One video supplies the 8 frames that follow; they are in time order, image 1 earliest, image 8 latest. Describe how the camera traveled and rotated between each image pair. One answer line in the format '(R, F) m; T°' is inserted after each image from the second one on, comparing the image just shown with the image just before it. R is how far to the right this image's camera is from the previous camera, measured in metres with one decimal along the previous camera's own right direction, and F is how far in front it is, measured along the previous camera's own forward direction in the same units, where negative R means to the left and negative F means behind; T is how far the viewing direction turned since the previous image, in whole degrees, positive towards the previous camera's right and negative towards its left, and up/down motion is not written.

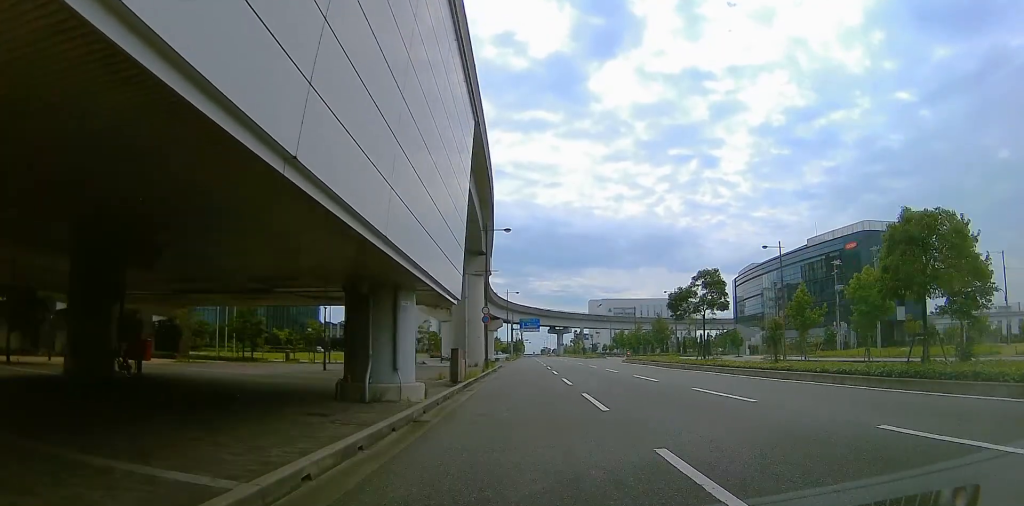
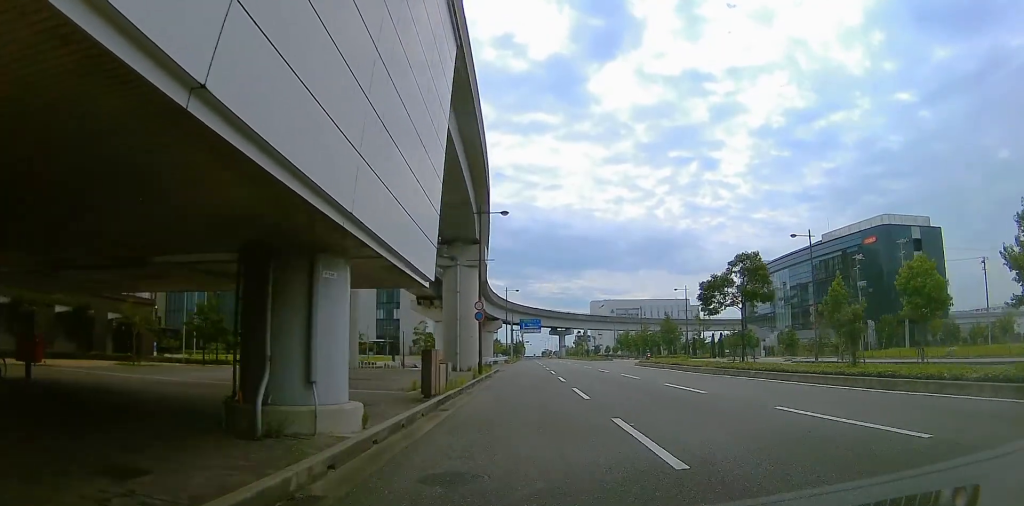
(-0.3, +6.4) m; +3°
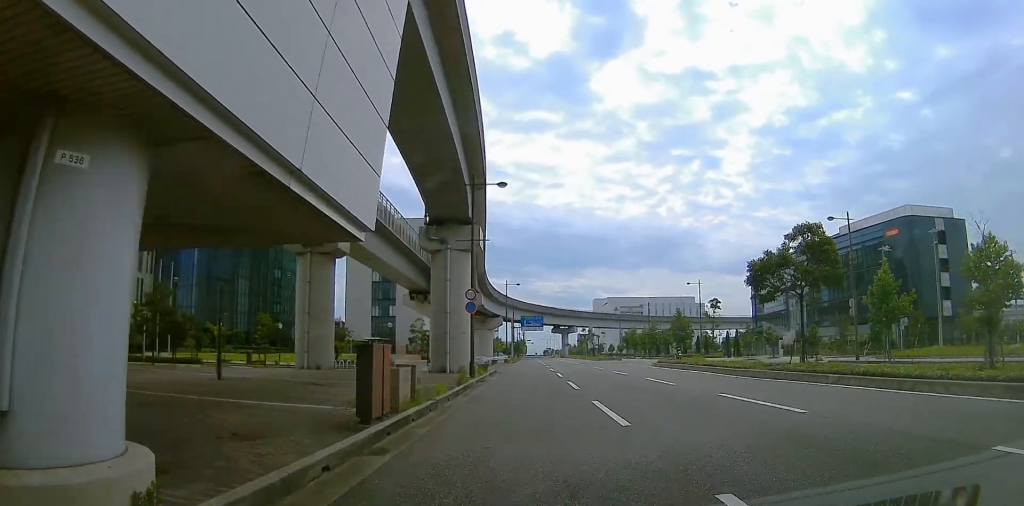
(-0.6, +6.4) m; +3°
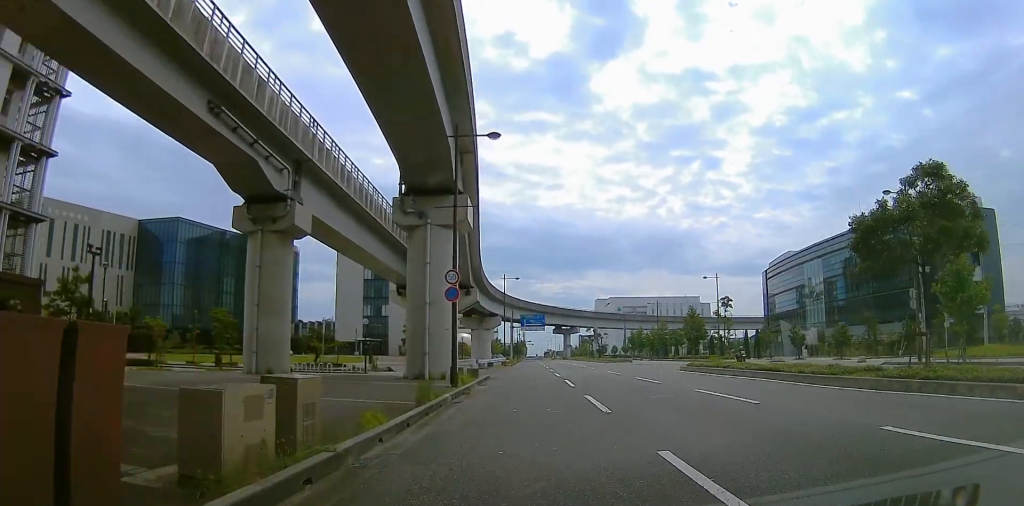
(+1.1, +7.7) m; 0°
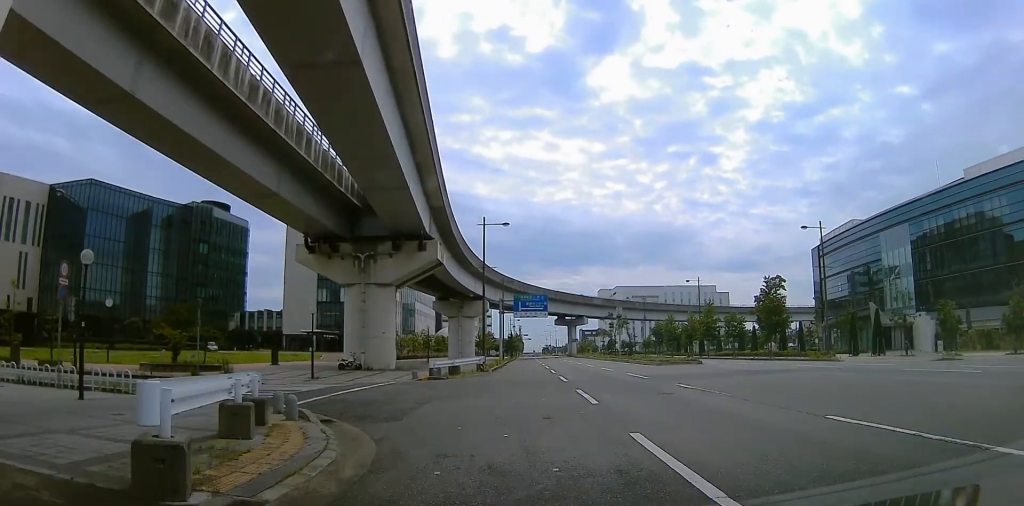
(-2.8, +28.2) m; -7°
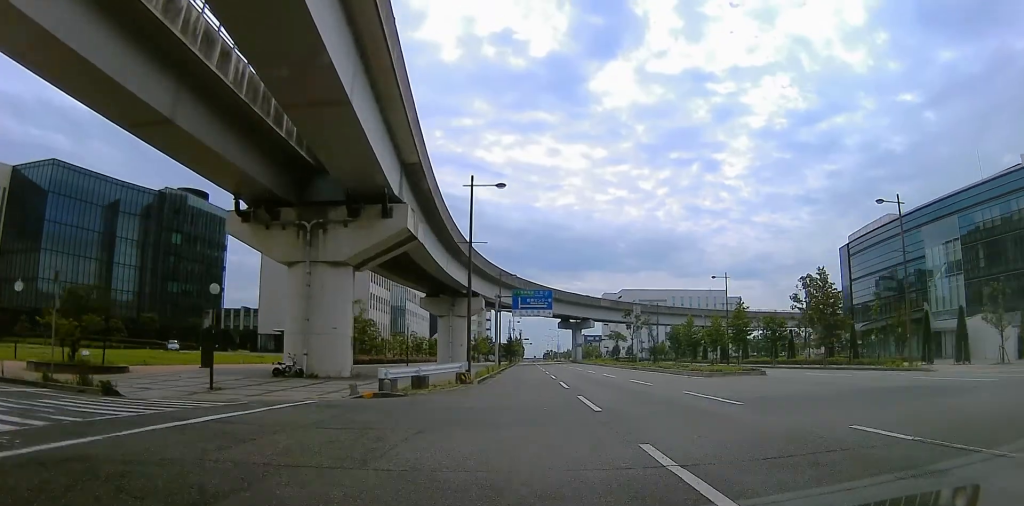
(+0.4, +11.0) m; +5°
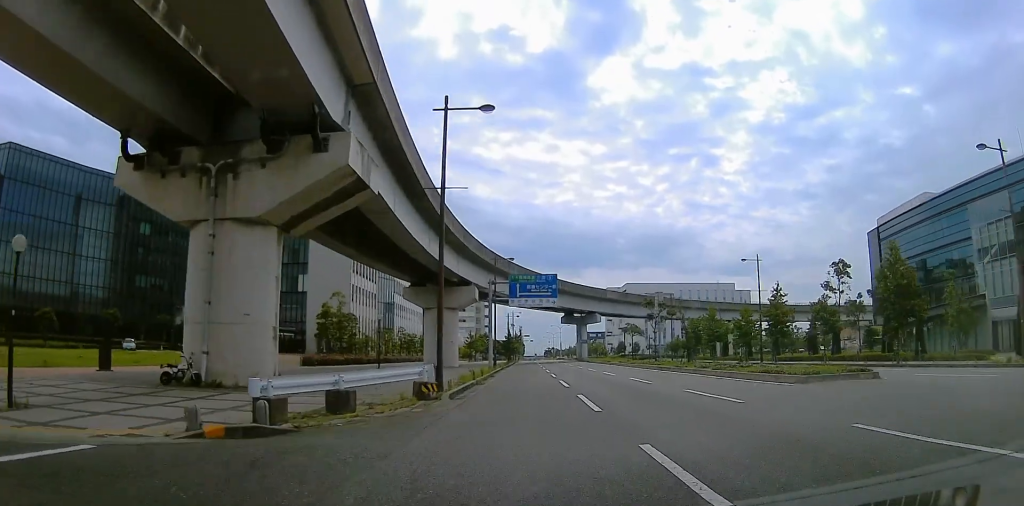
(+0.5, +10.0) m; +1°
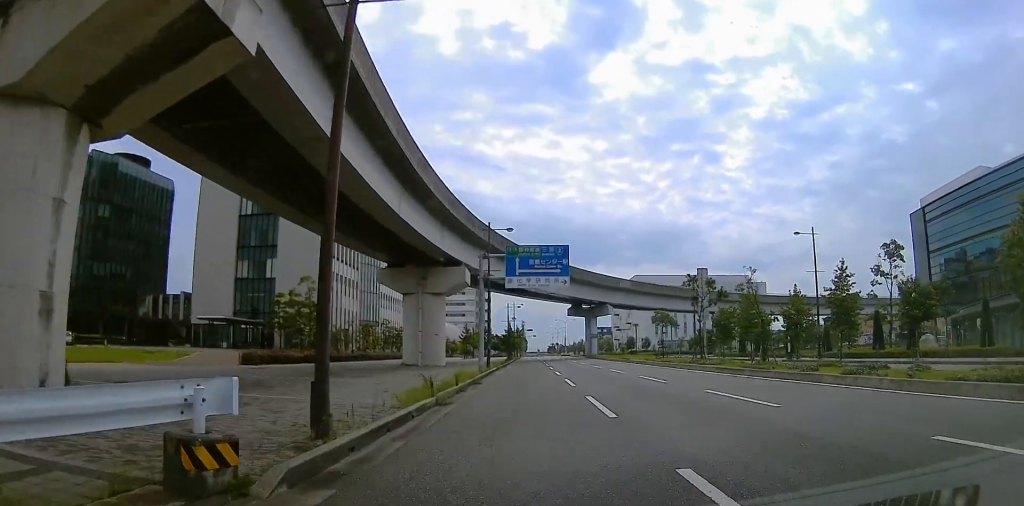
(-0.1, +12.0) m; -3°
